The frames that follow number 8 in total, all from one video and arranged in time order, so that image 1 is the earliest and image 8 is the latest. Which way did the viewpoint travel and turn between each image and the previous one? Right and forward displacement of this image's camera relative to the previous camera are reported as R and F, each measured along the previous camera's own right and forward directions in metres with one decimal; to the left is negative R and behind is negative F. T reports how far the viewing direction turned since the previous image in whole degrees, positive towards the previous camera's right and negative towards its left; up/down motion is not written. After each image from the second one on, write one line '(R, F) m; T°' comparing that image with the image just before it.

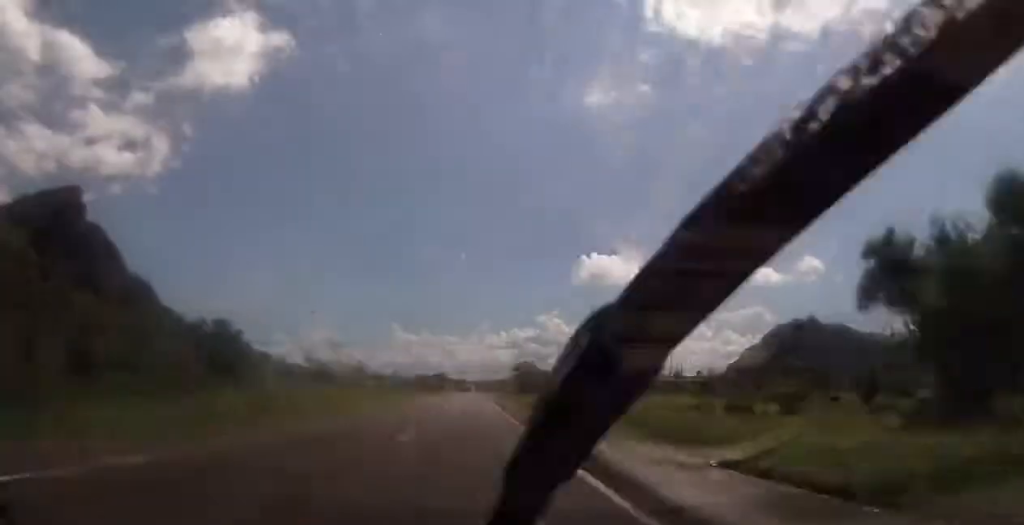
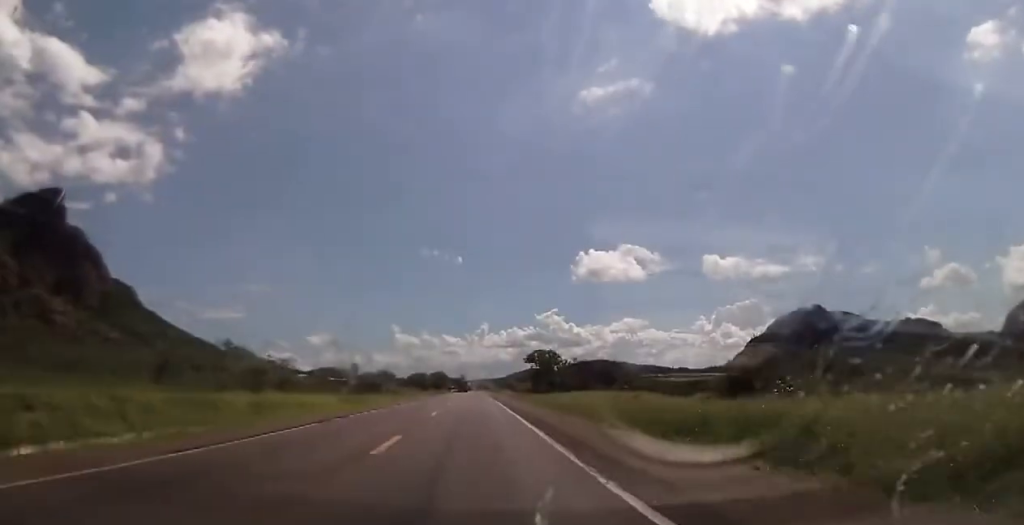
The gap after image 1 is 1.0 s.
(+0.2, +34.5) m; +1°
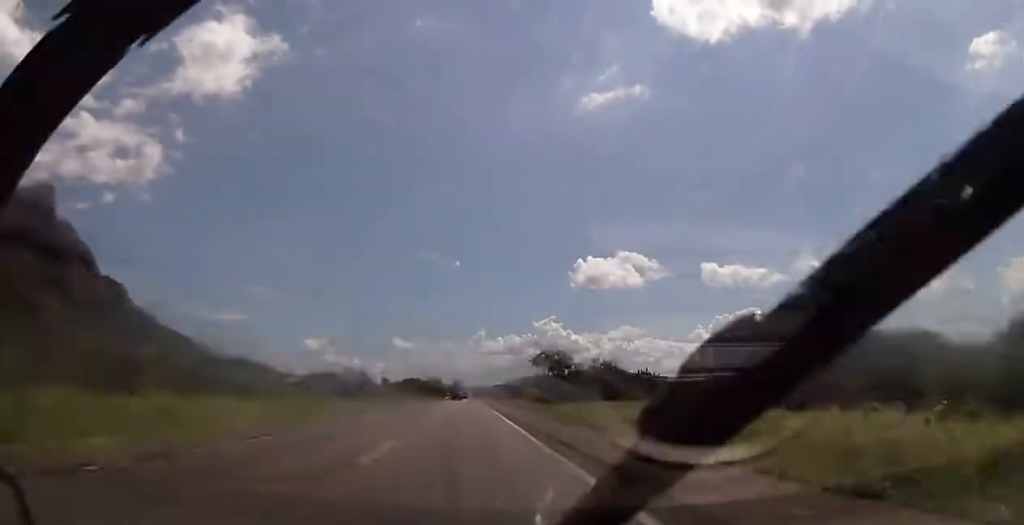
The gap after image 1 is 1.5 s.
(+0.1, +15.7) m; 0°
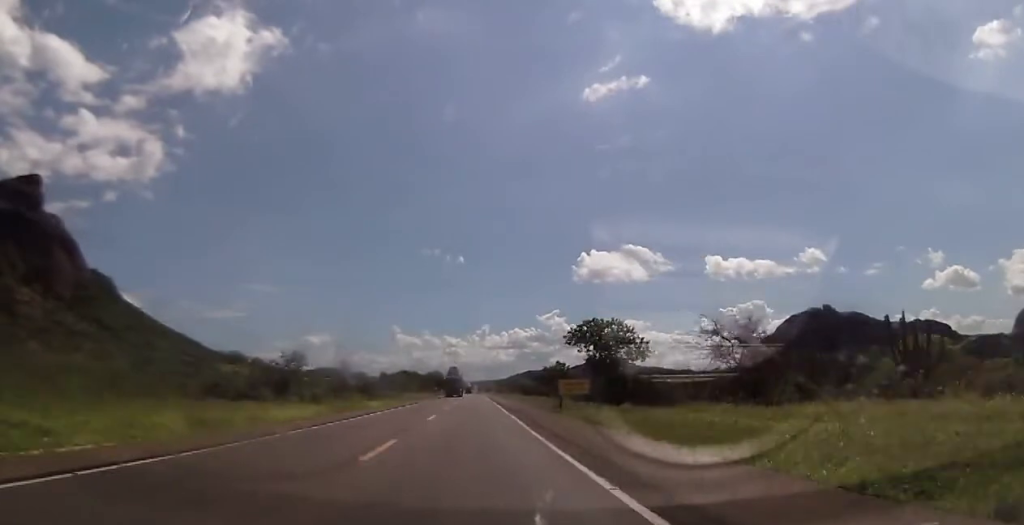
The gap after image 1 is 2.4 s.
(+0.1, +30.8) m; 0°
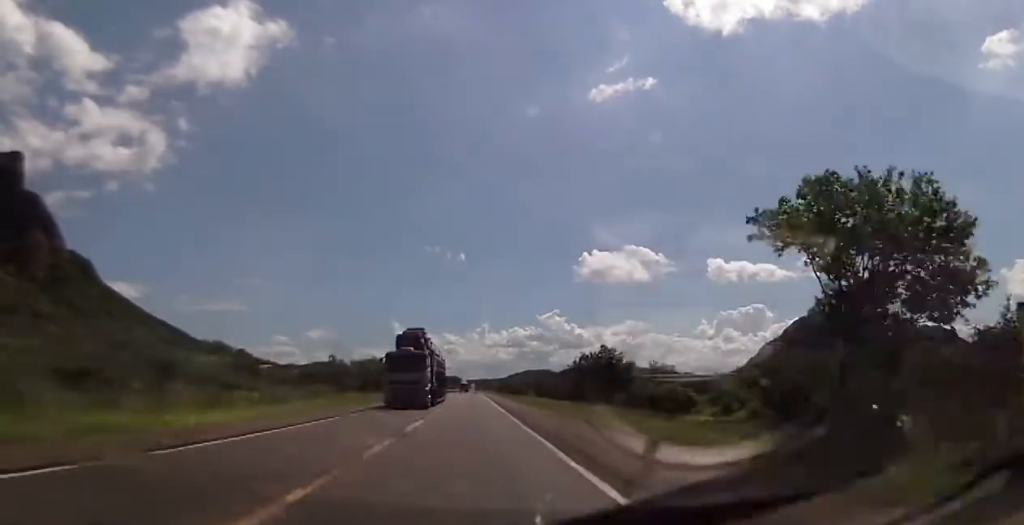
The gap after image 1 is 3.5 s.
(-0.4, +44.2) m; -1°
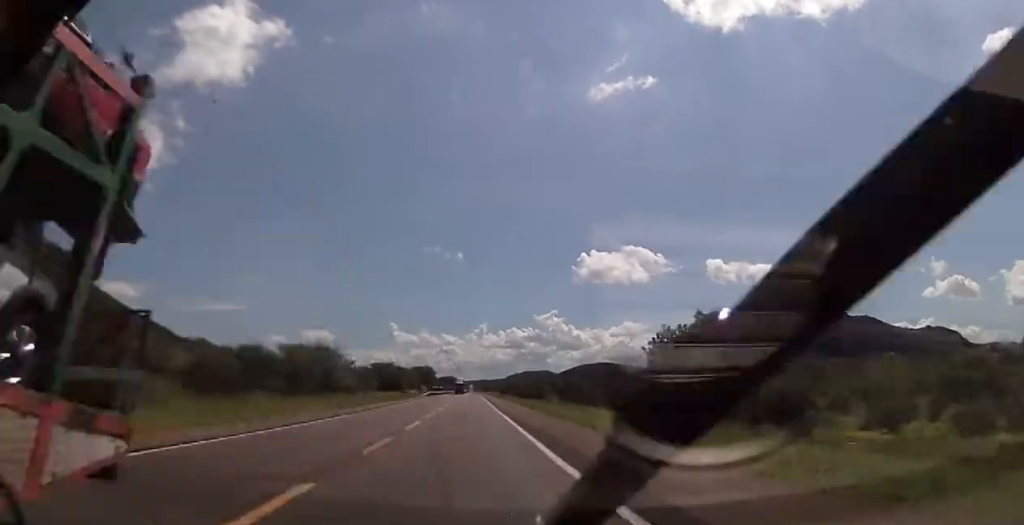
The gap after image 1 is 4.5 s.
(0.0, +36.3) m; 0°
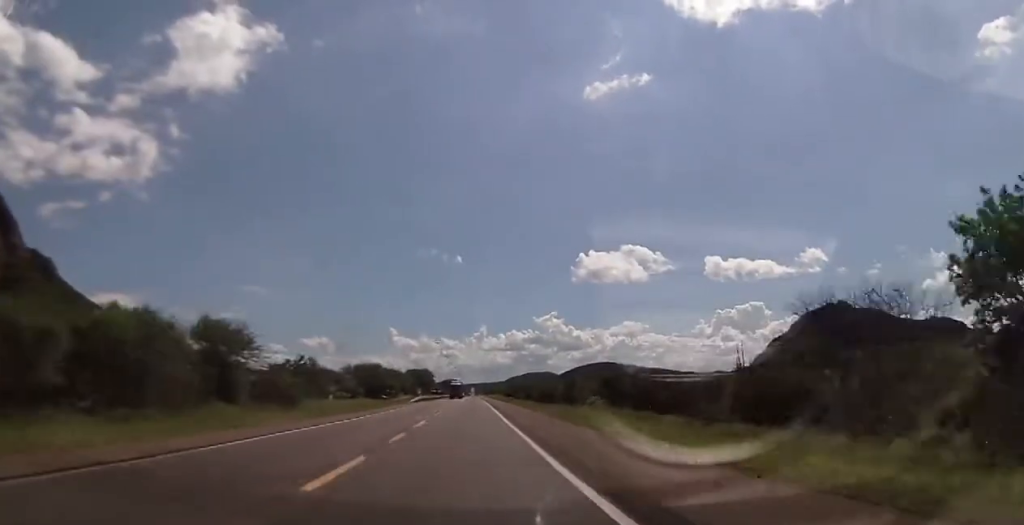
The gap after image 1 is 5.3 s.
(+0.1, +29.8) m; 0°
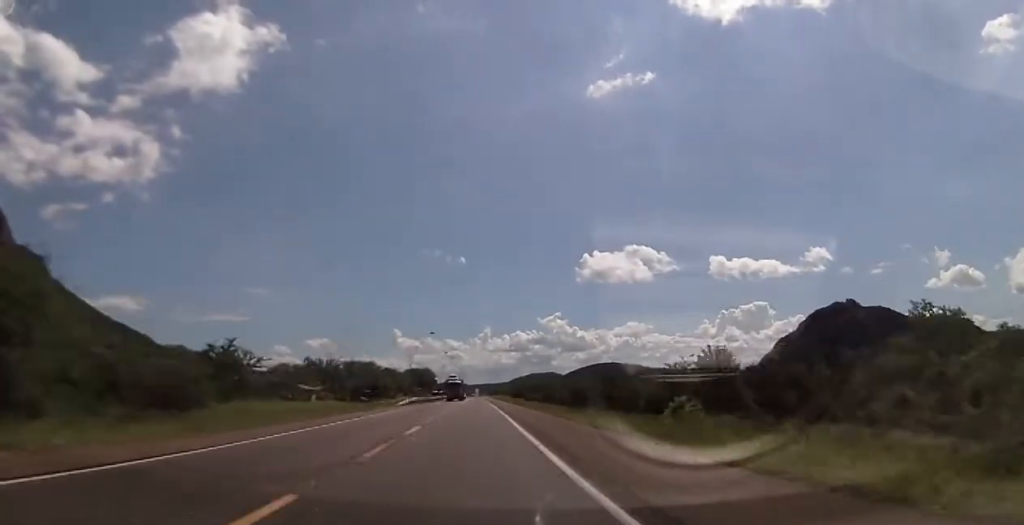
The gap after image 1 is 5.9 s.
(0.0, +22.2) m; 0°
